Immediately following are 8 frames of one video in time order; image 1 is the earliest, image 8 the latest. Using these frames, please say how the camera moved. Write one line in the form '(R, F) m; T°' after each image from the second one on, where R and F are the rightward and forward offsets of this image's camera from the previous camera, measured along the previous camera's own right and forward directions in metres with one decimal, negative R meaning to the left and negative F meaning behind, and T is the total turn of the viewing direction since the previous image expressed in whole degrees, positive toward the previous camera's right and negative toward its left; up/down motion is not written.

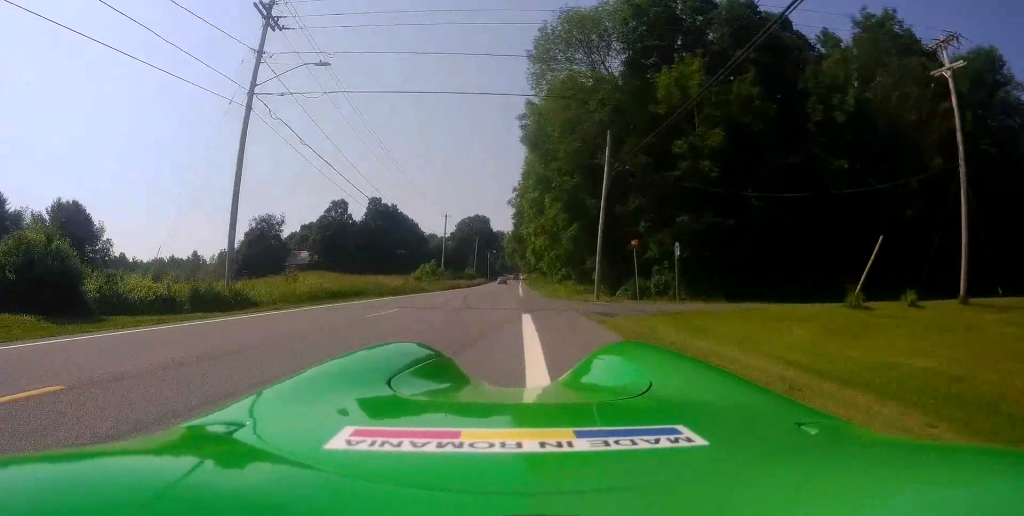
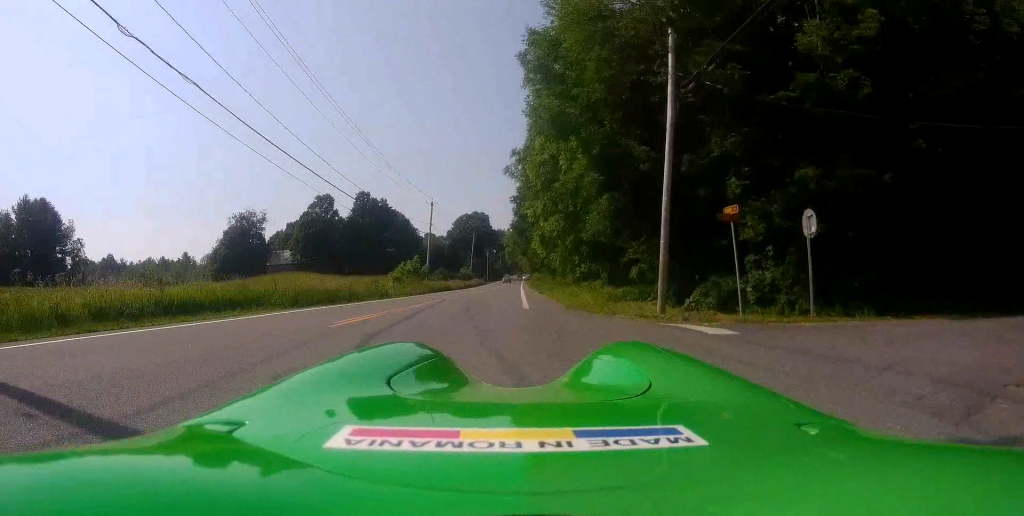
(+0.2, +13.5) m; -1°
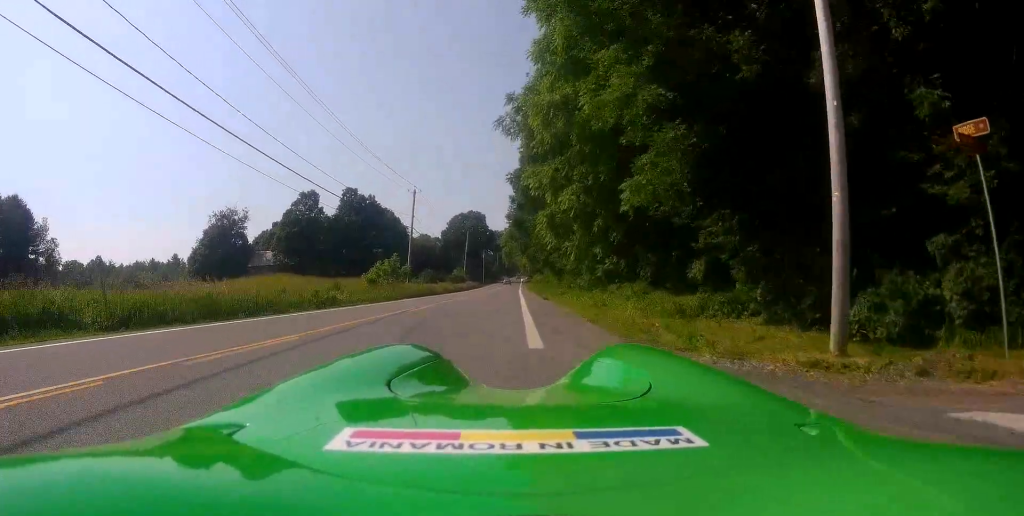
(-0.5, +9.7) m; -2°
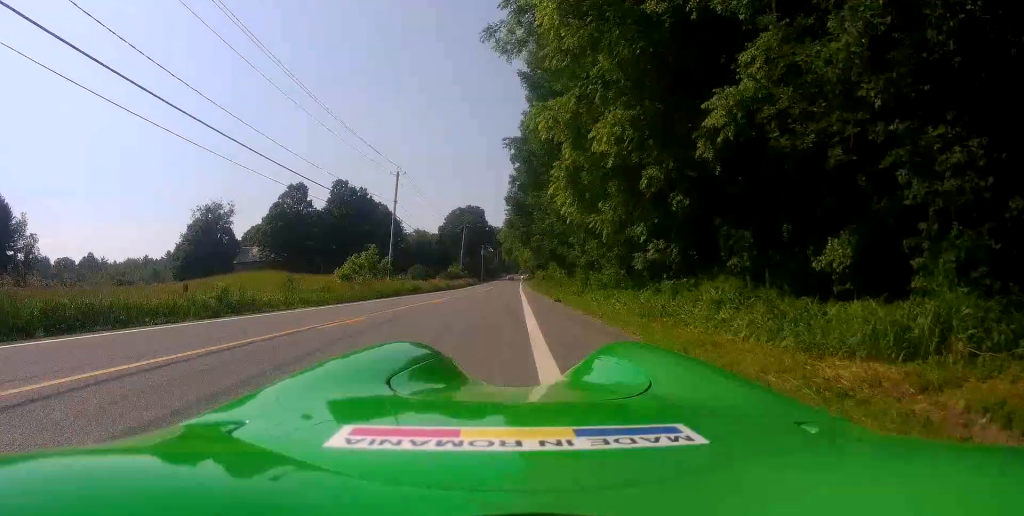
(+0.1, +7.9) m; +2°
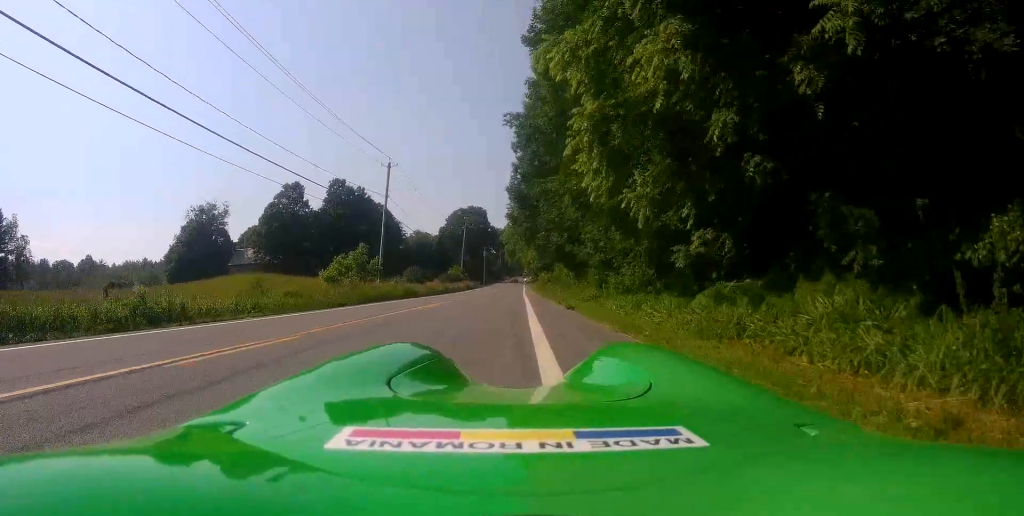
(0.0, +3.8) m; +2°
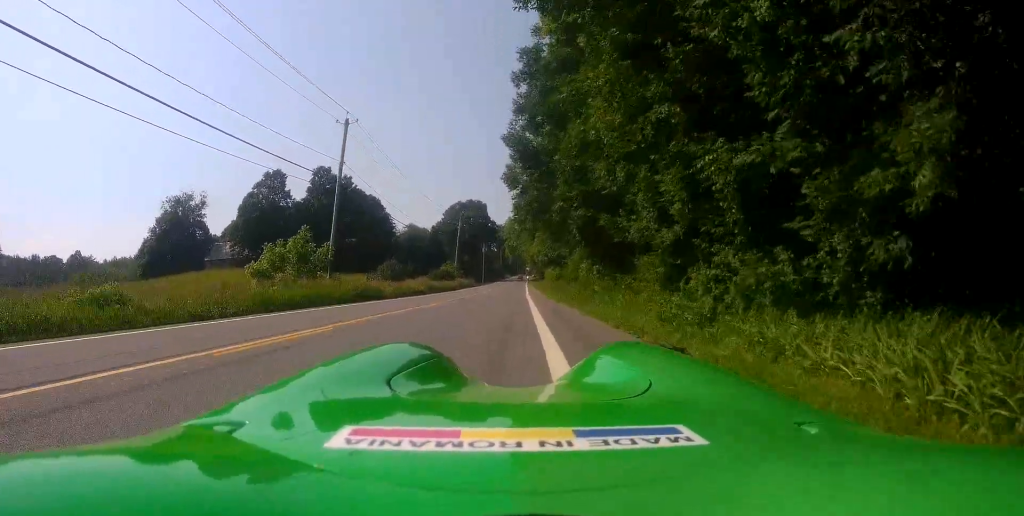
(+0.6, +11.1) m; +5°
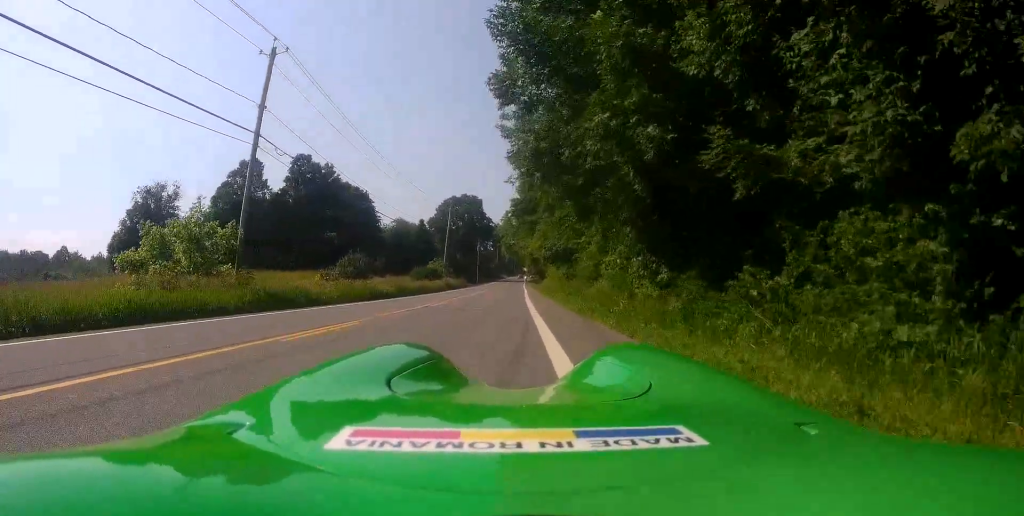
(+0.2, +9.8) m; +1°
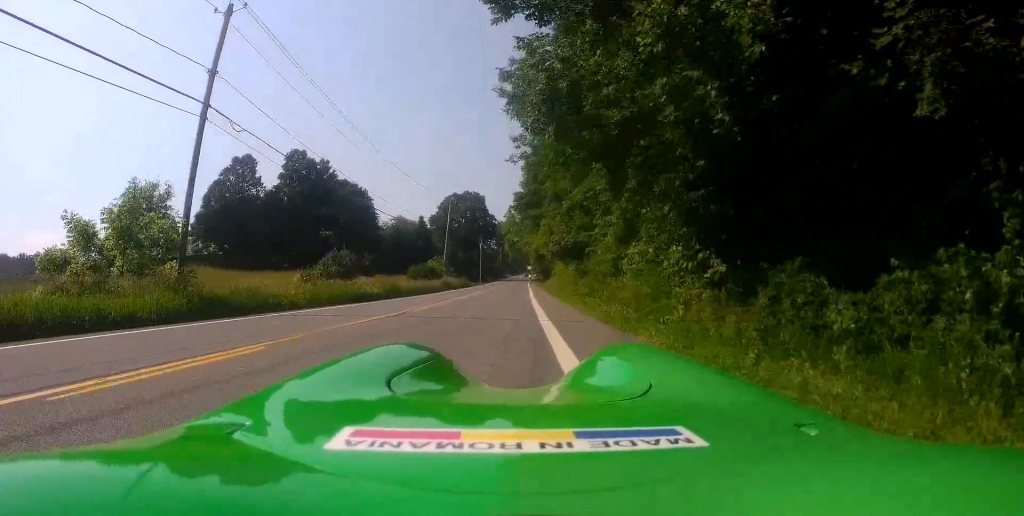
(0.0, +4.0) m; 0°
